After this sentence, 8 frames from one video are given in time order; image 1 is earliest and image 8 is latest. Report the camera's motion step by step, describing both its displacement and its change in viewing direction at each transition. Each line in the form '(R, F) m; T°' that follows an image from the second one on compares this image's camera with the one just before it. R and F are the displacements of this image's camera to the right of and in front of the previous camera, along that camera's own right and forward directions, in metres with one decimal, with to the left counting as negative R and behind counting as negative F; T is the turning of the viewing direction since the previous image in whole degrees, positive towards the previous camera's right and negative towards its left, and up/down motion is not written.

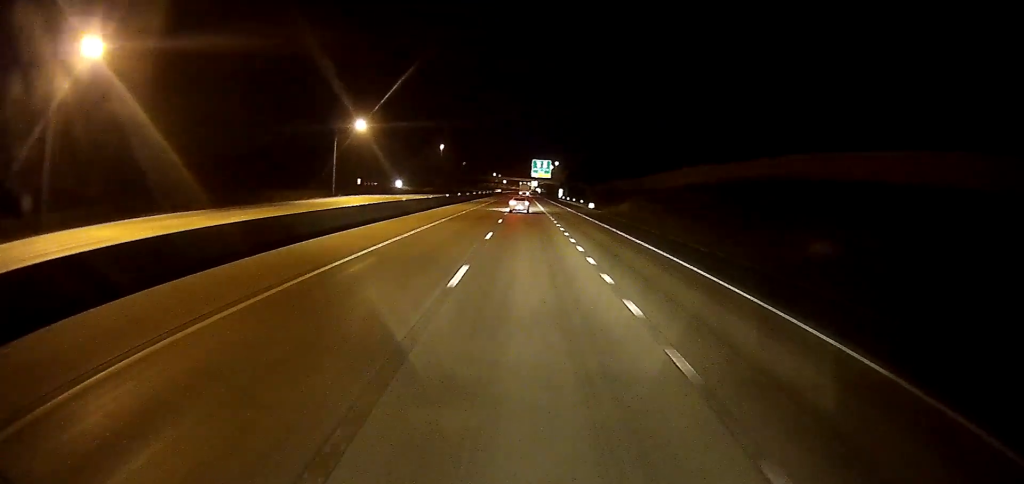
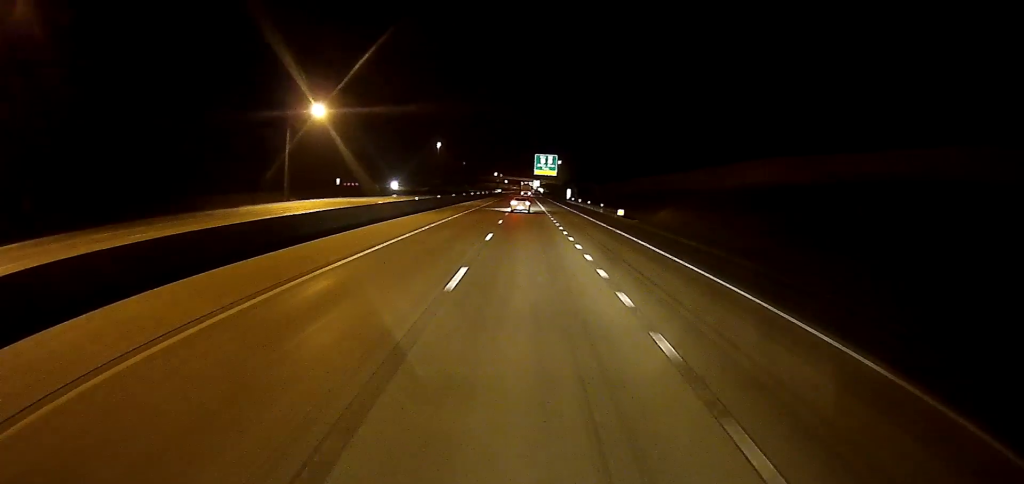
(+0.6, +24.8) m; 0°
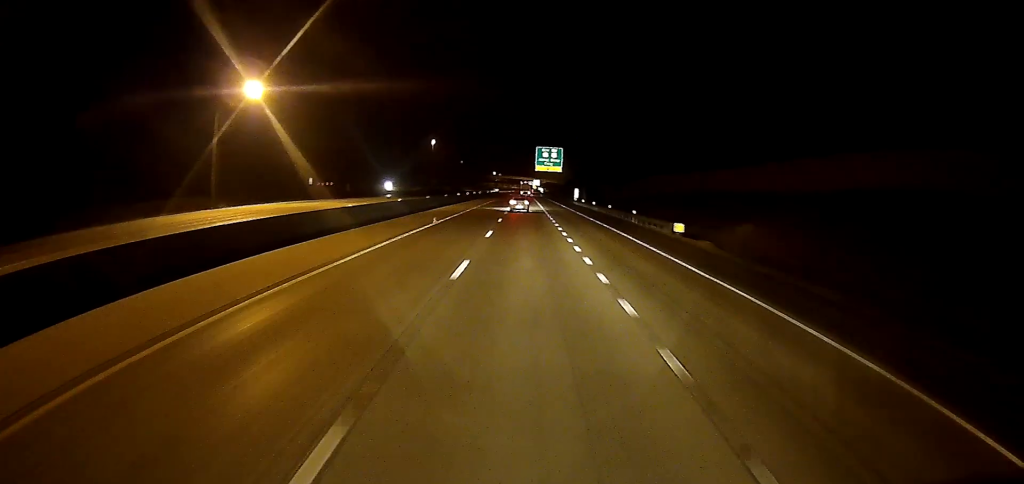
(-0.5, +23.0) m; -1°
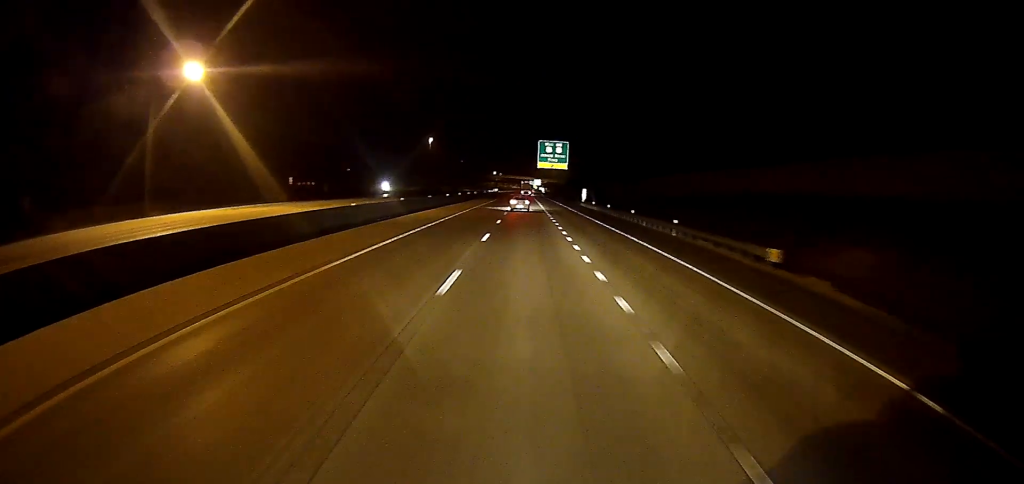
(-0.1, +14.4) m; 0°
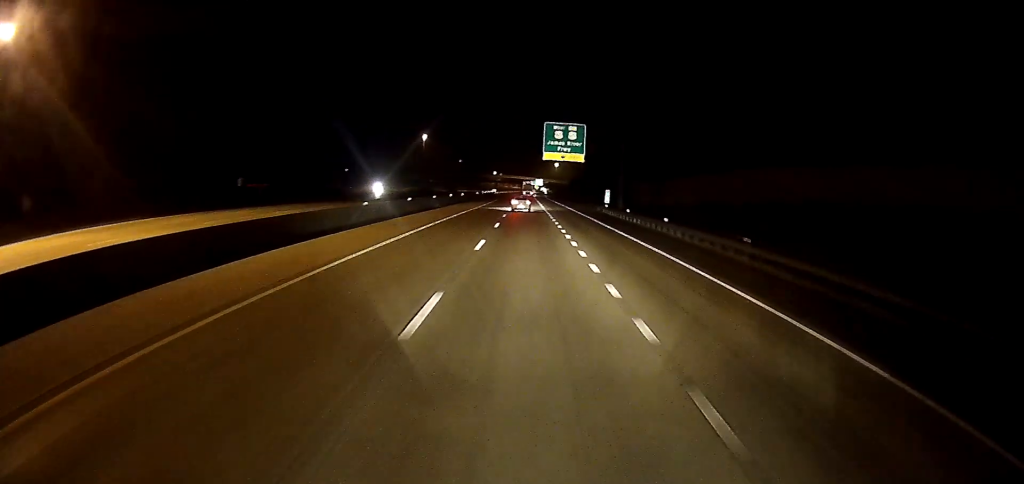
(+0.2, +27.8) m; +1°
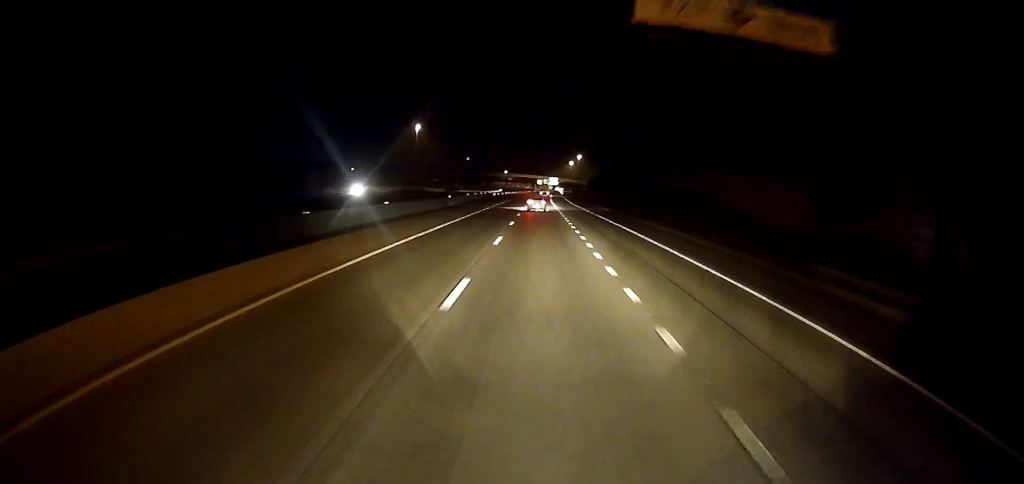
(-0.4, +59.4) m; -1°
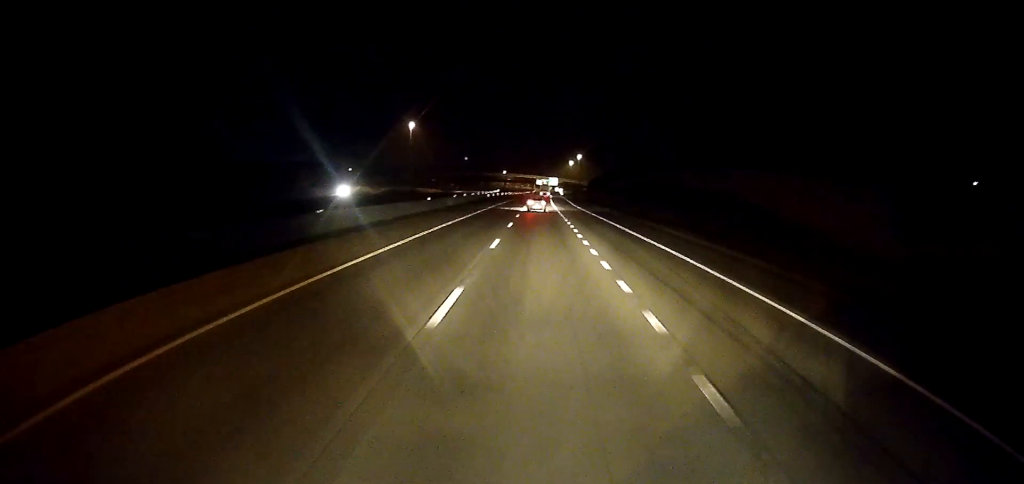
(-0.1, +13.4) m; +1°
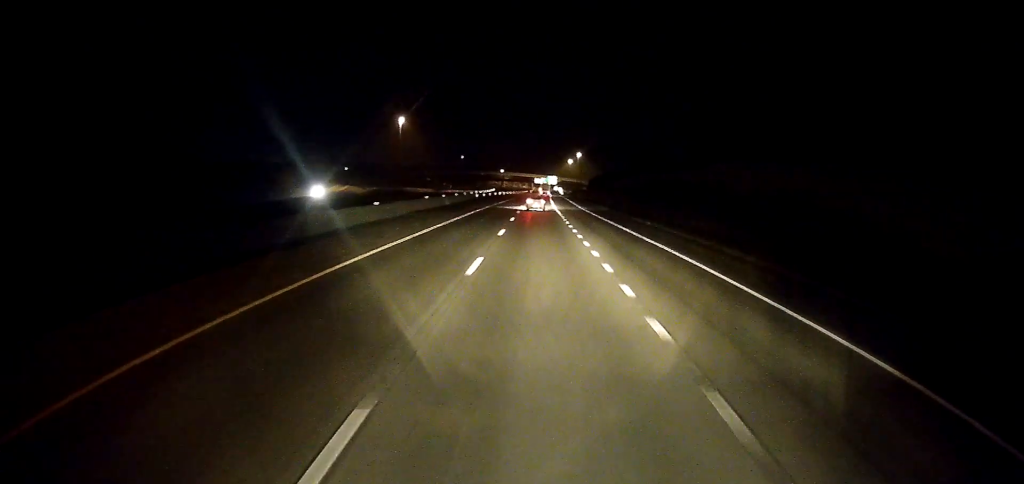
(+0.2, +19.2) m; 0°
